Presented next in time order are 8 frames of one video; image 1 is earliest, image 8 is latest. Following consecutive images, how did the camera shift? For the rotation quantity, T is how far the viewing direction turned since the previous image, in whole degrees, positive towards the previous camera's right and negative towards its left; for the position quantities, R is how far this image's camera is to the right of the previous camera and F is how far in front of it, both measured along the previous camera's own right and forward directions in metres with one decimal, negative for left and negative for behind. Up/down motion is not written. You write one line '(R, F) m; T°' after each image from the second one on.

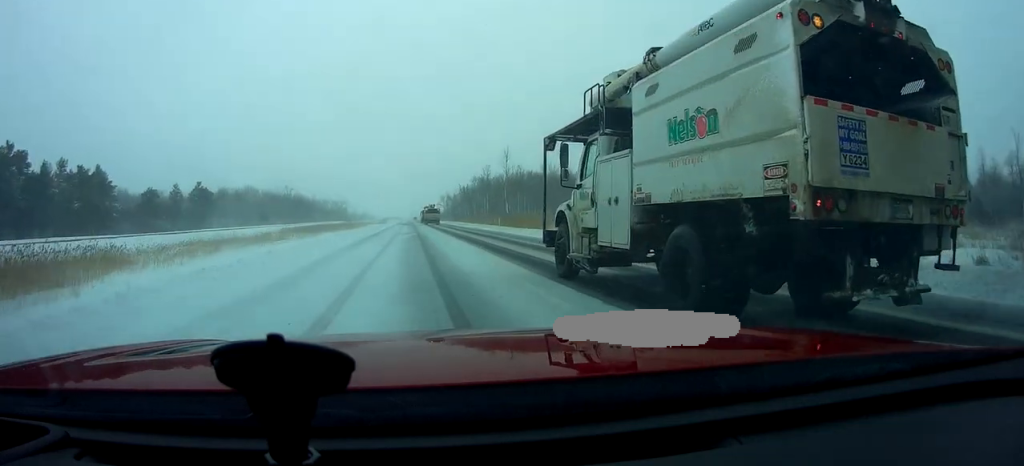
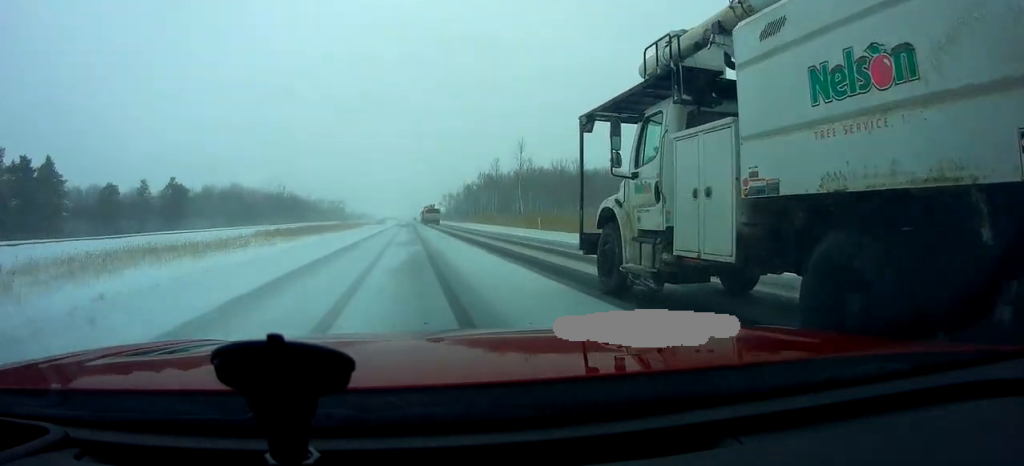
(+0.2, +17.4) m; 0°
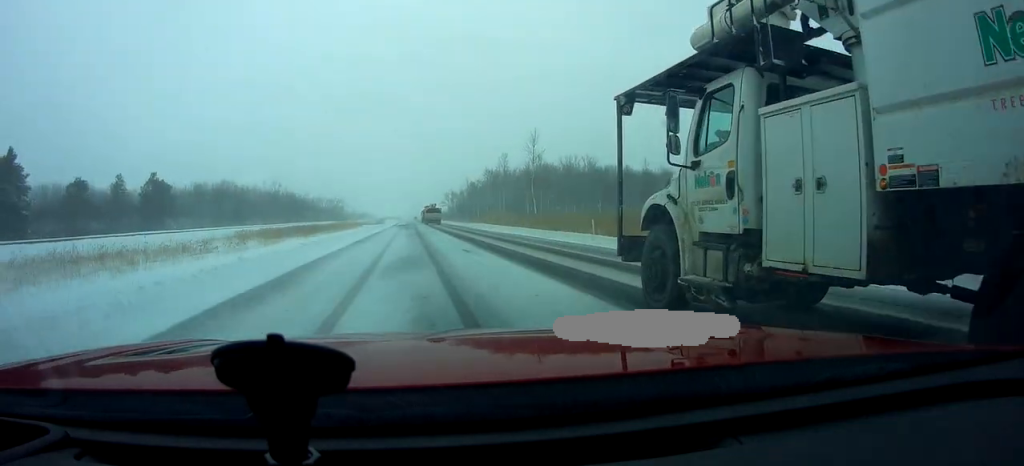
(+0.3, +11.4) m; 0°
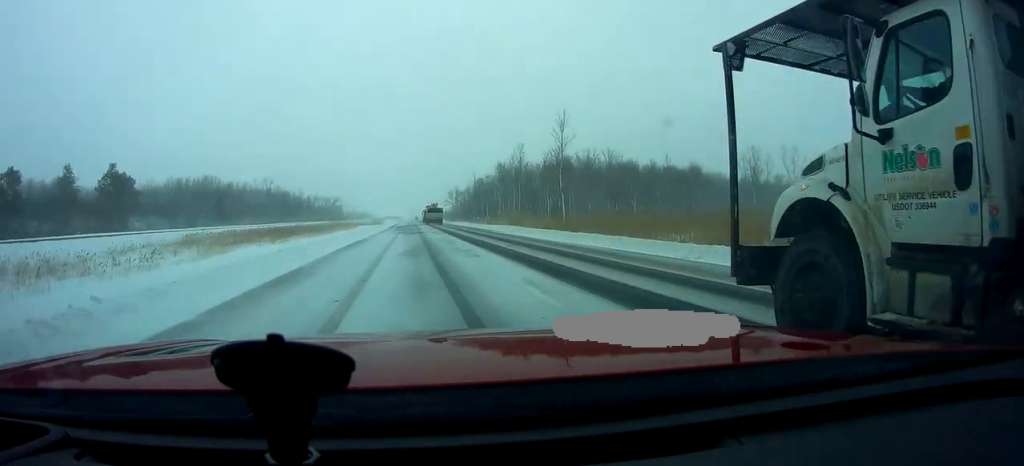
(-0.3, +19.2) m; -1°
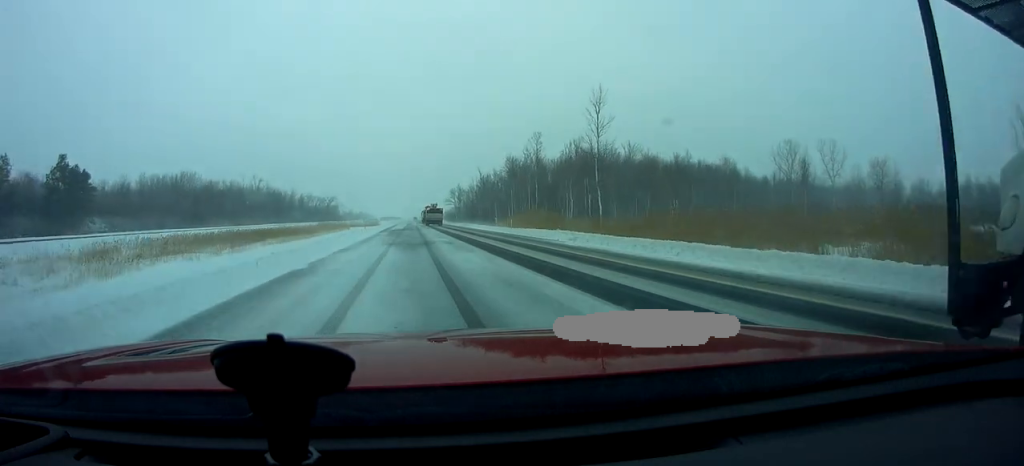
(-0.2, +17.5) m; 0°
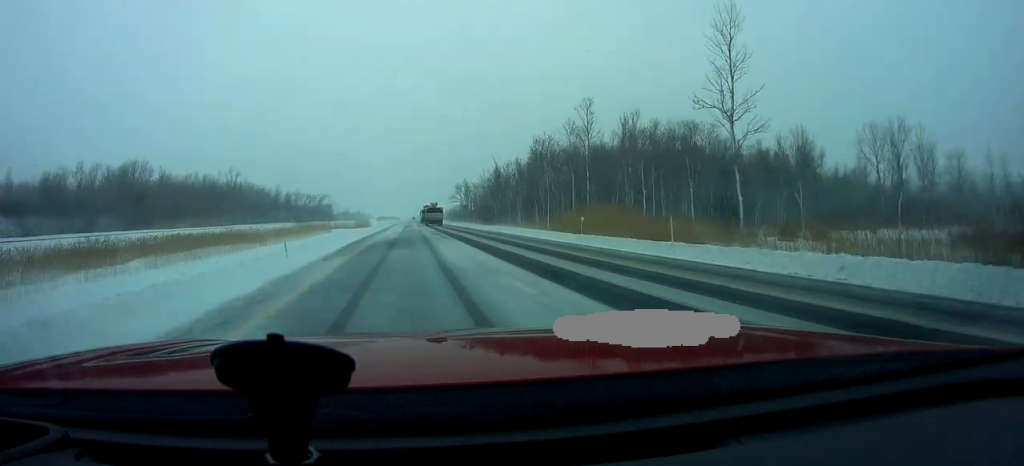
(+0.4, +31.5) m; +1°
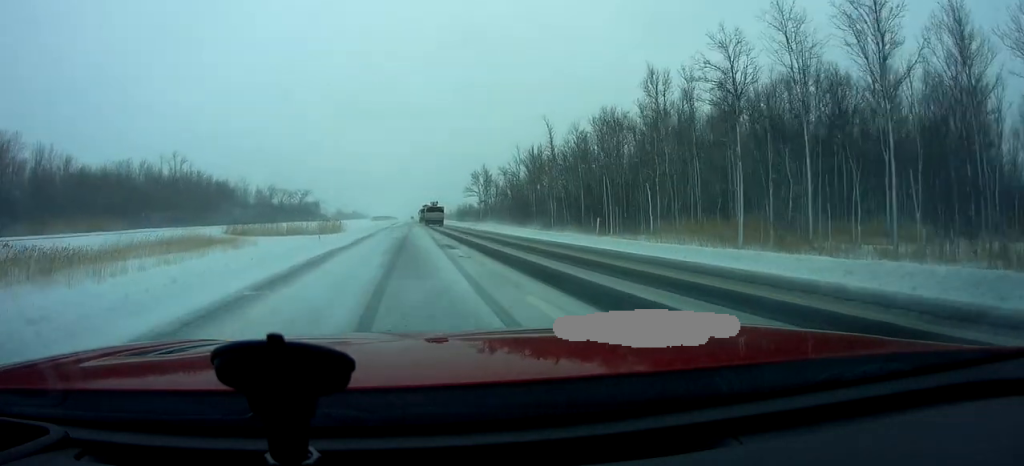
(-0.5, +51.5) m; -1°
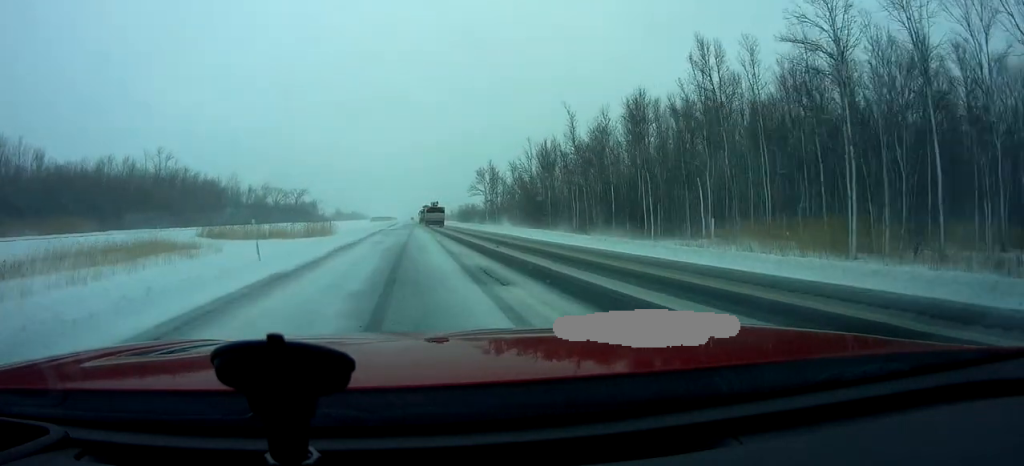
(-0.1, +10.5) m; +1°
